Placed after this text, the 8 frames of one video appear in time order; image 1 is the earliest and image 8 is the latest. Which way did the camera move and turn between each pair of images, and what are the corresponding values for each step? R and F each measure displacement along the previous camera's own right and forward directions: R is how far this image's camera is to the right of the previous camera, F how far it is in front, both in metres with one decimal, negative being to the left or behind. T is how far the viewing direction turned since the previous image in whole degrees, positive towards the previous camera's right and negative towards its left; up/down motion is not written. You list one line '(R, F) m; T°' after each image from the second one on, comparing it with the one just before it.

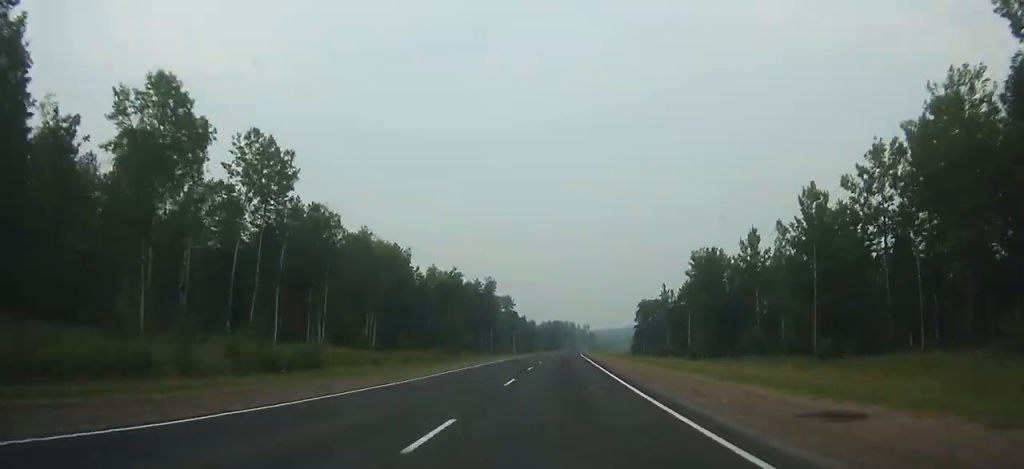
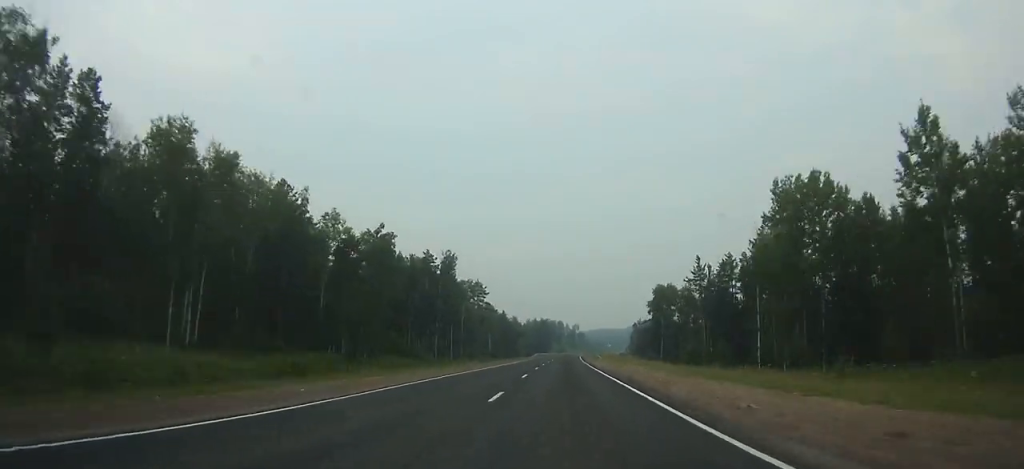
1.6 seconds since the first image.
(+0.5, +49.9) m; +1°
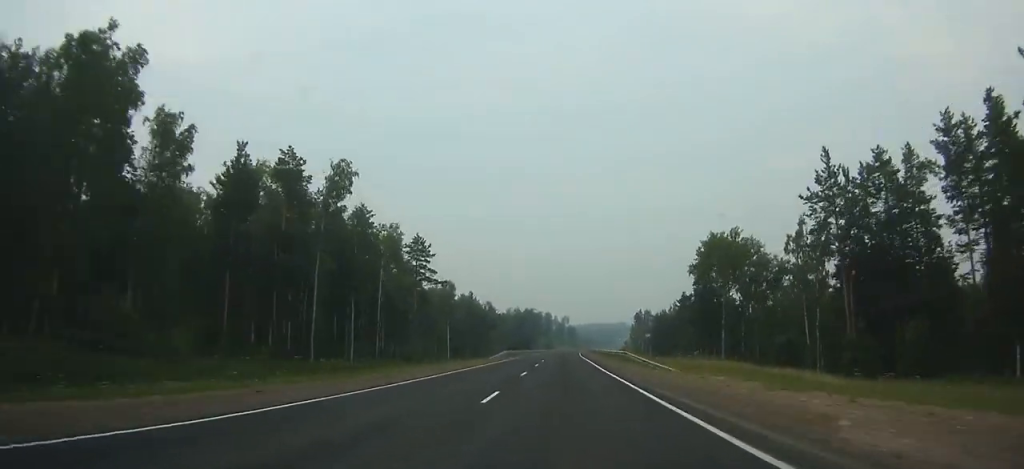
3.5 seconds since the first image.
(+0.6, +61.1) m; +1°
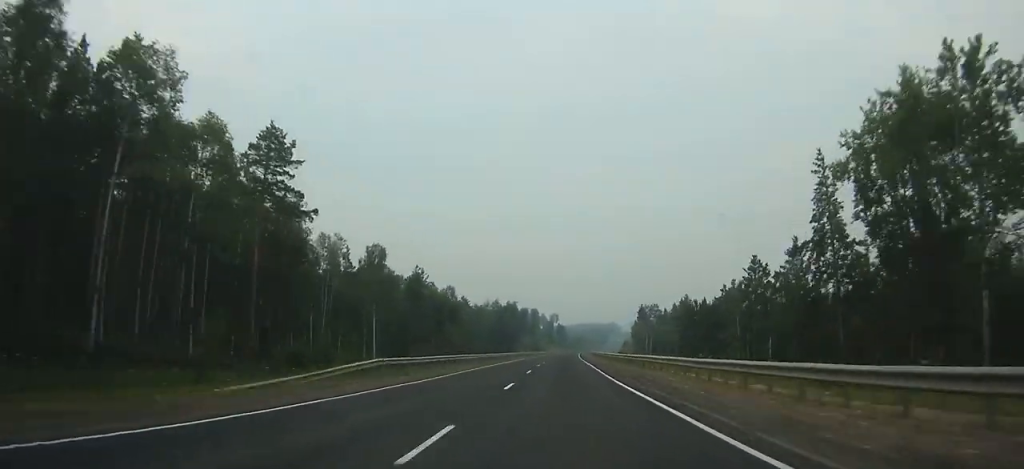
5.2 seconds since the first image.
(+0.3, +56.2) m; +1°
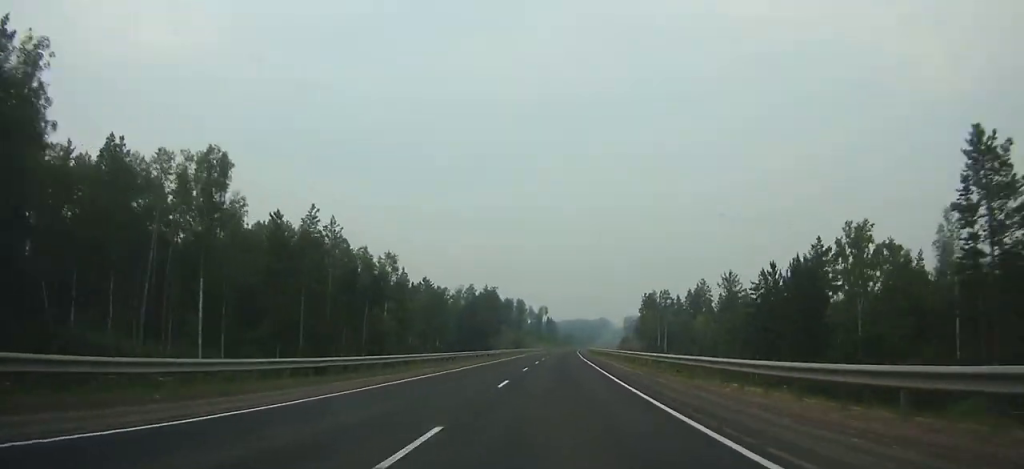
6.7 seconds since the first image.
(+0.7, +49.9) m; +1°
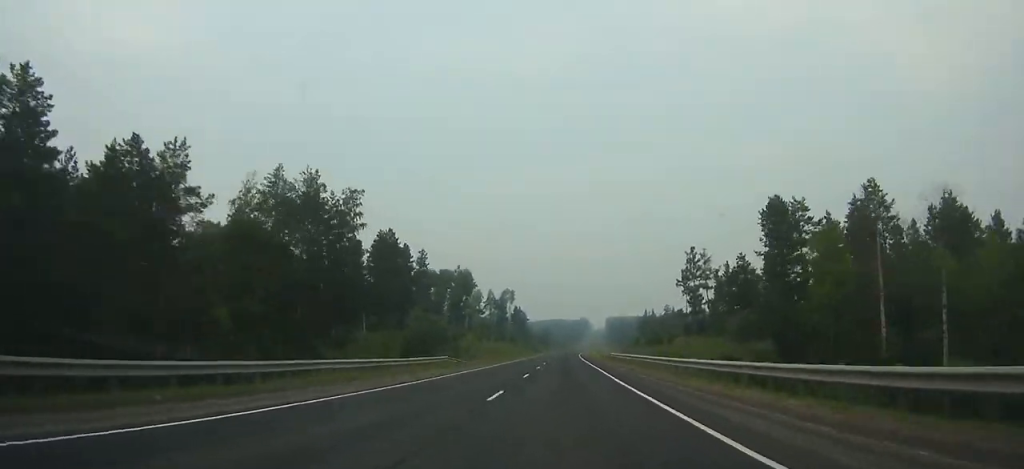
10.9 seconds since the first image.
(+3.4, +138.5) m; +3°
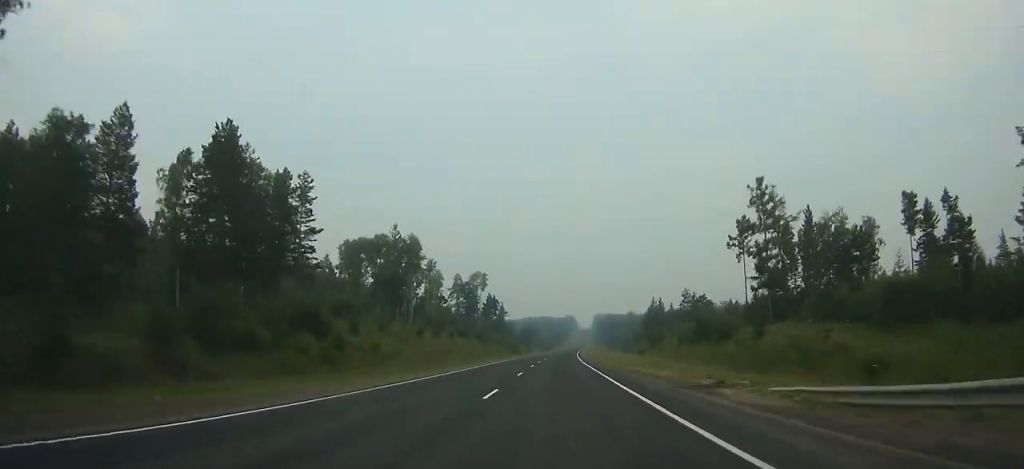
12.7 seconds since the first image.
(+0.7, +58.6) m; +1°
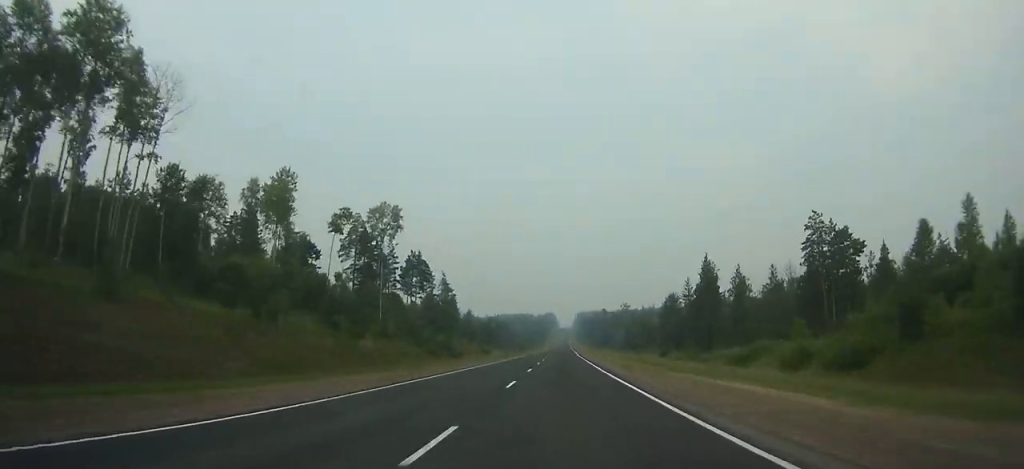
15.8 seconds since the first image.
(+1.6, +101.0) m; +2°
